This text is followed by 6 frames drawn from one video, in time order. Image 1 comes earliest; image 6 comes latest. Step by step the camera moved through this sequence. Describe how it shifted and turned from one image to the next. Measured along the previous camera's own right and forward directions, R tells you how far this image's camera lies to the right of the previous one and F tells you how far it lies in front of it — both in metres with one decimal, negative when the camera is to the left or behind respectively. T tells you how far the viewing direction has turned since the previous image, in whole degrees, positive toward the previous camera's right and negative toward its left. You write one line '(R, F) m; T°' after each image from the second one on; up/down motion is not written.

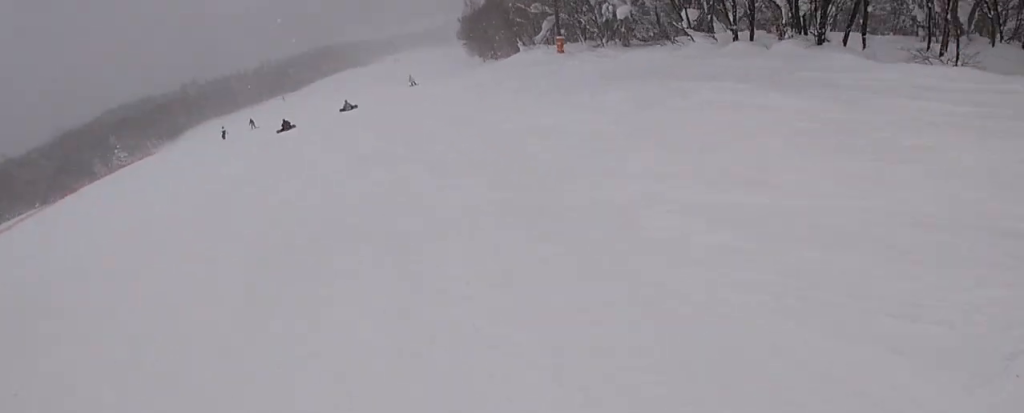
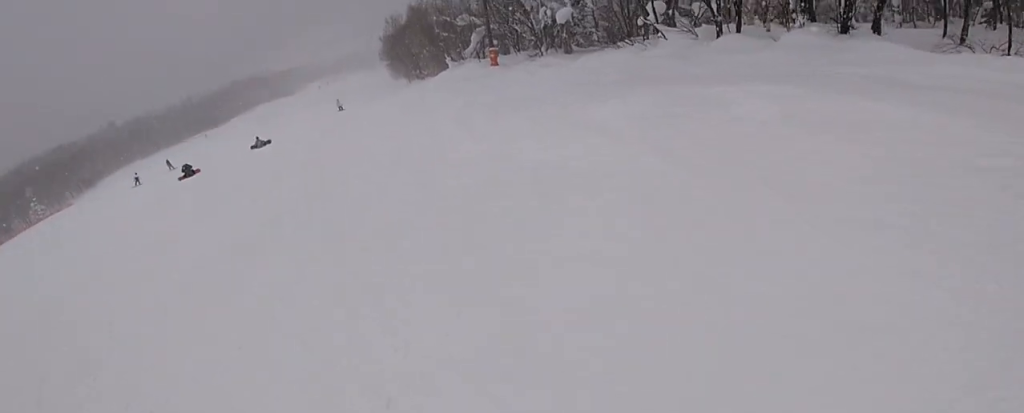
(+0.2, +5.1) m; +1°
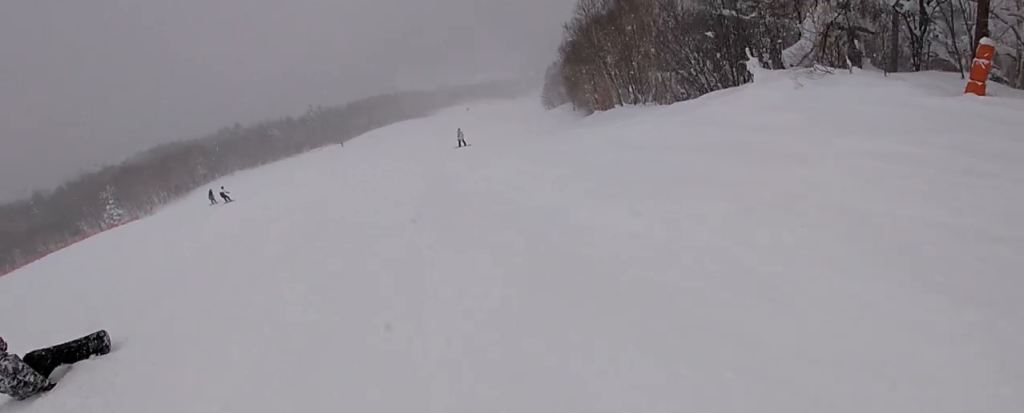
(-10.4, +29.4) m; -12°
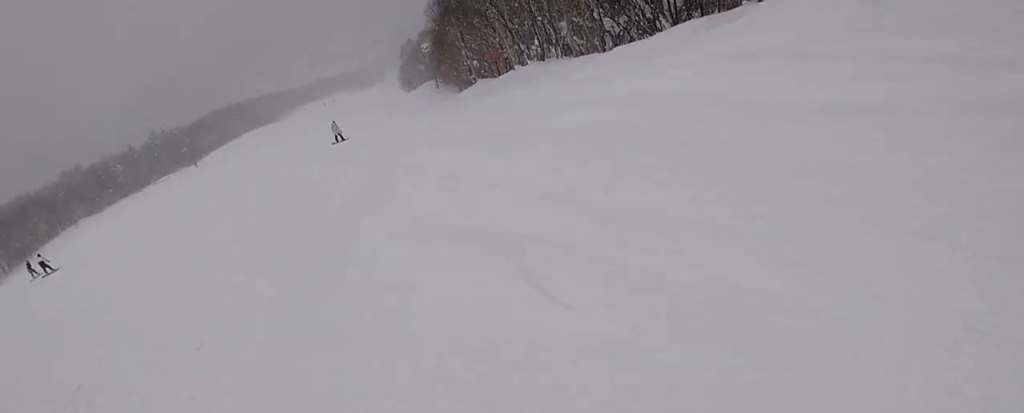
(+1.5, +8.5) m; +6°
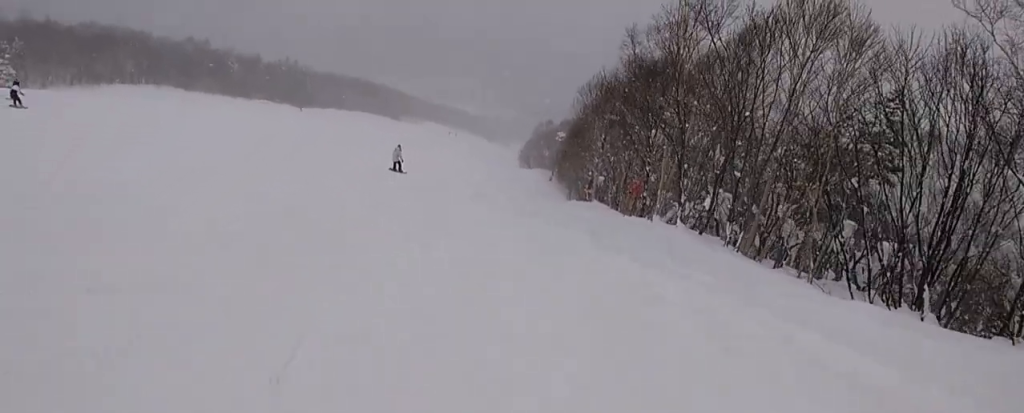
(-1.1, +11.0) m; -17°
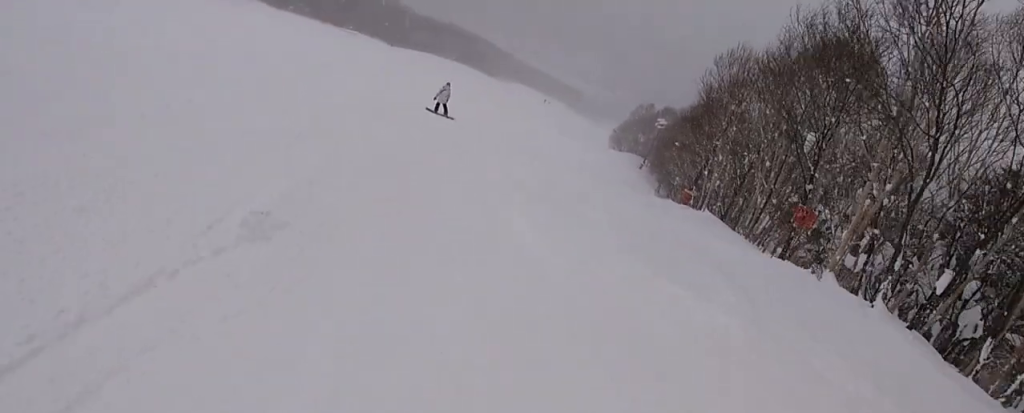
(-1.0, +7.8) m; -12°
